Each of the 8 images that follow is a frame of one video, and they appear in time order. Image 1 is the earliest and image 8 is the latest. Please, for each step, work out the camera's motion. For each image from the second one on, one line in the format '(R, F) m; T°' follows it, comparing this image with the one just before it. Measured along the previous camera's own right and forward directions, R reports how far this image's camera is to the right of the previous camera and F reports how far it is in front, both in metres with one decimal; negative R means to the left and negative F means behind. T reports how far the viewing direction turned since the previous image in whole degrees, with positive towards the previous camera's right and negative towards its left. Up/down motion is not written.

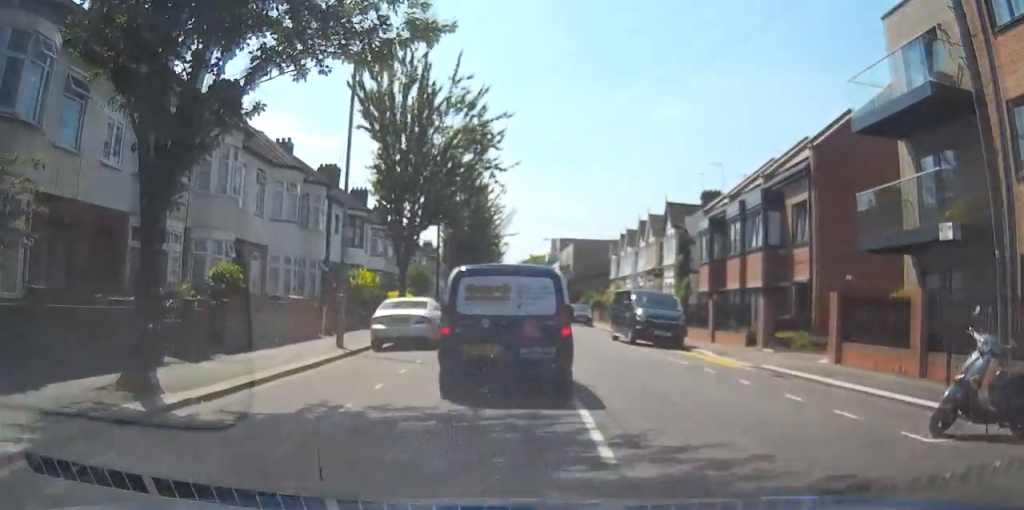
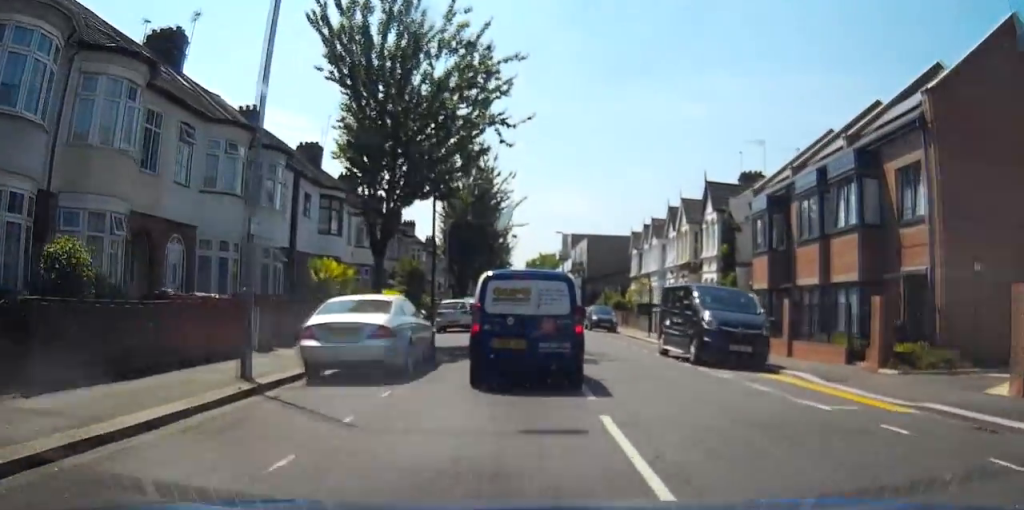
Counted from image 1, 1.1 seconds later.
(+0.1, +7.4) m; -2°
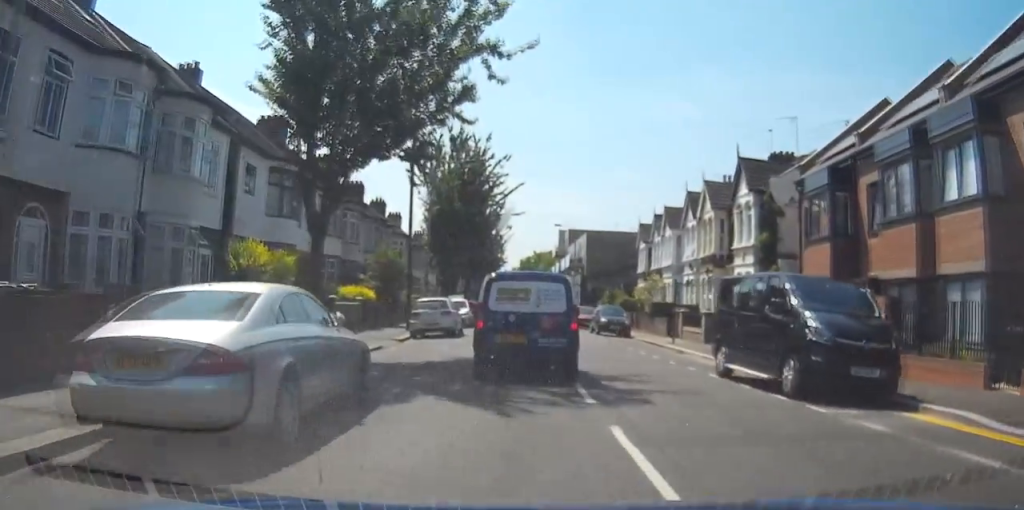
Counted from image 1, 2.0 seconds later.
(-0.3, +6.6) m; -2°
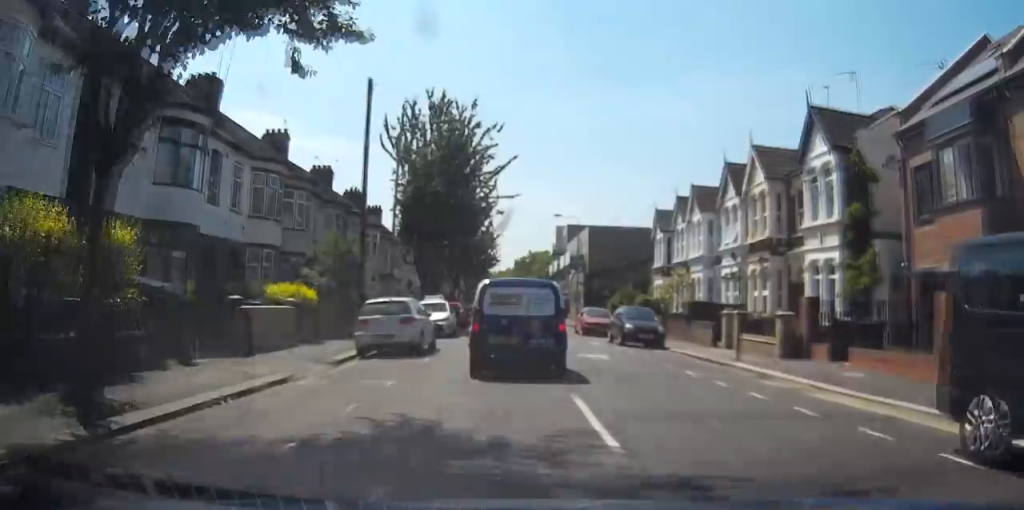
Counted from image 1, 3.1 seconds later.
(0.0, +8.7) m; 0°
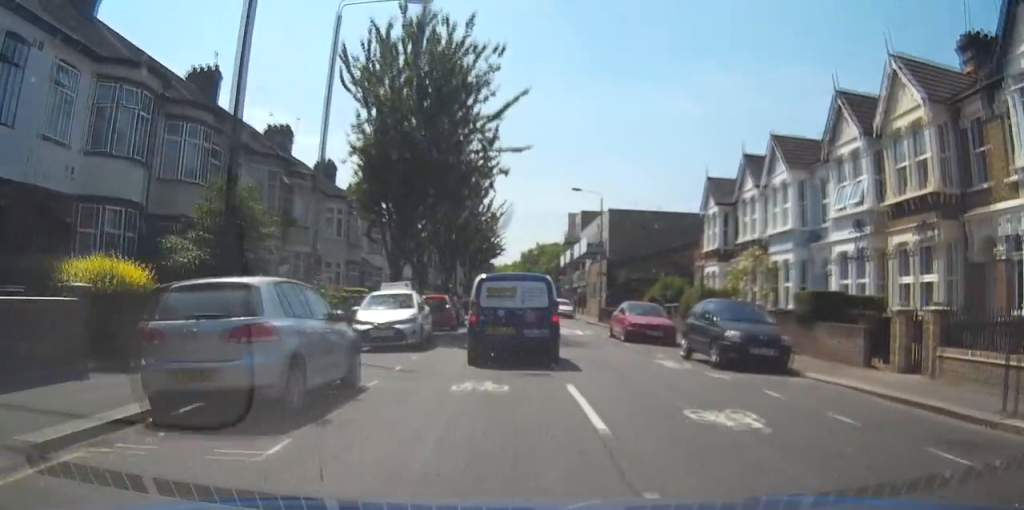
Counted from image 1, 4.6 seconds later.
(0.0, +11.5) m; 0°
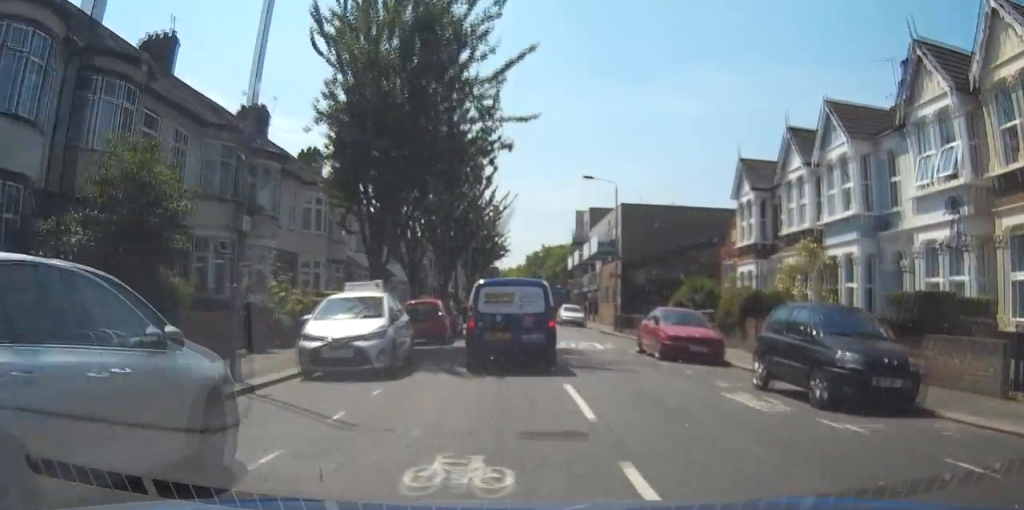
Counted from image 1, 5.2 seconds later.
(0.0, +5.0) m; 0°
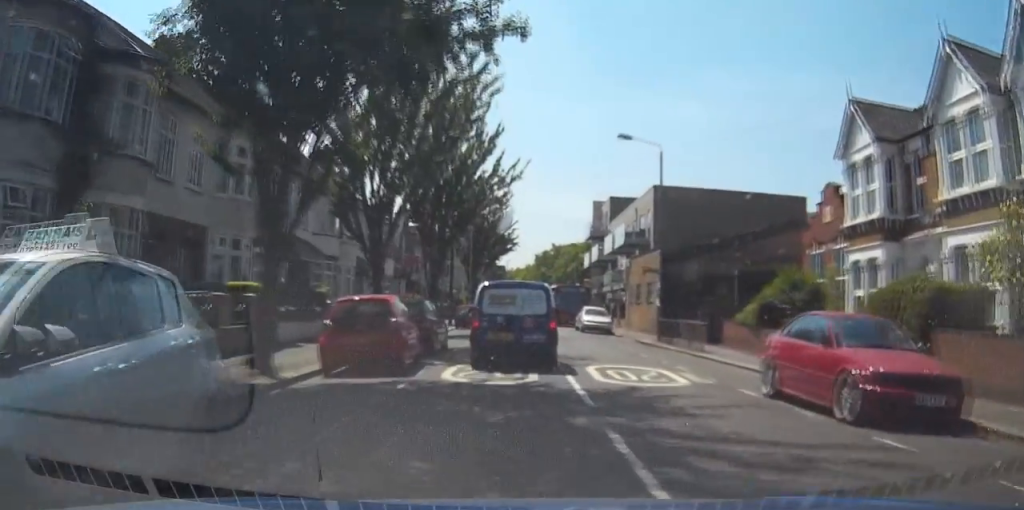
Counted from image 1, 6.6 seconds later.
(0.0, +10.9) m; 0°
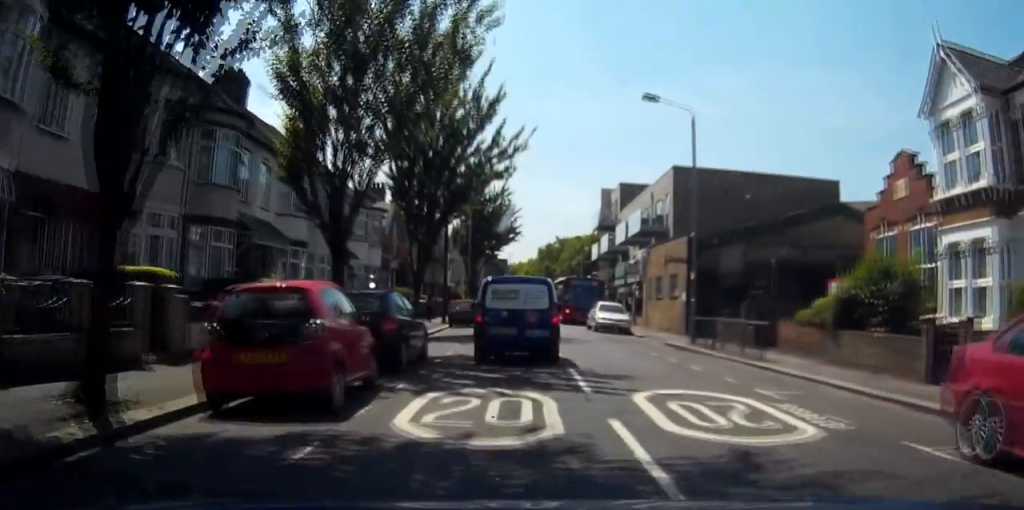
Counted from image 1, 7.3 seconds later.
(0.0, +5.5) m; 0°
